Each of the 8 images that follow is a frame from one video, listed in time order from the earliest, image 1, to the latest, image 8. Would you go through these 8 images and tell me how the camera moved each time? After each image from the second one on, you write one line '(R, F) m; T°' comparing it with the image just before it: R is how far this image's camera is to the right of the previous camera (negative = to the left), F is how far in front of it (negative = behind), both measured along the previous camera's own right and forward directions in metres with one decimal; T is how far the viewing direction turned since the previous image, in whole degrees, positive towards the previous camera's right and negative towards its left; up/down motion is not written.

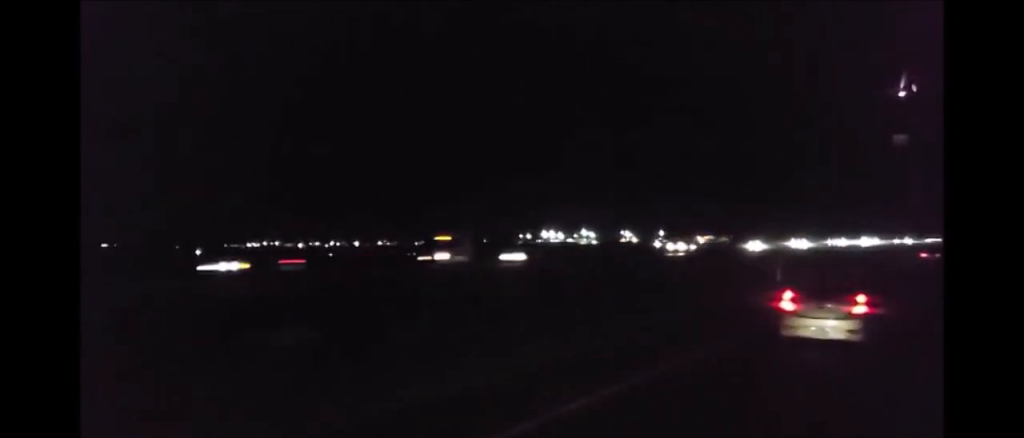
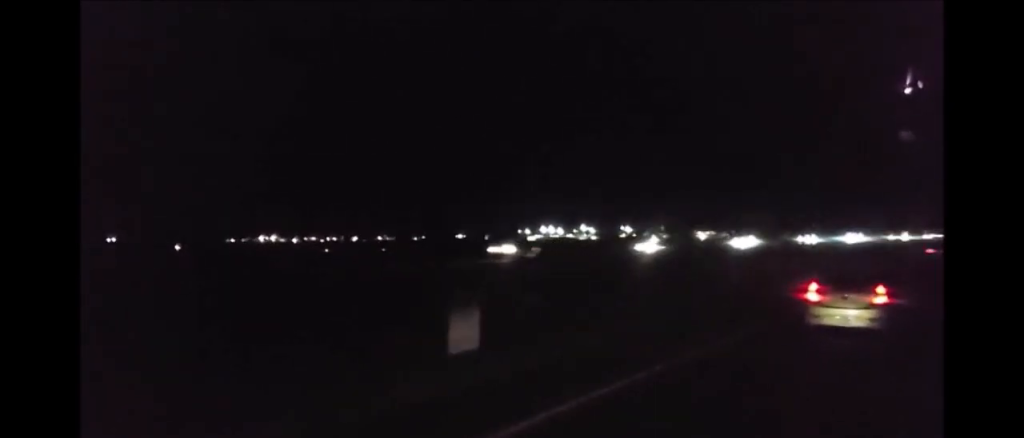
(+0.2, +25.4) m; 0°
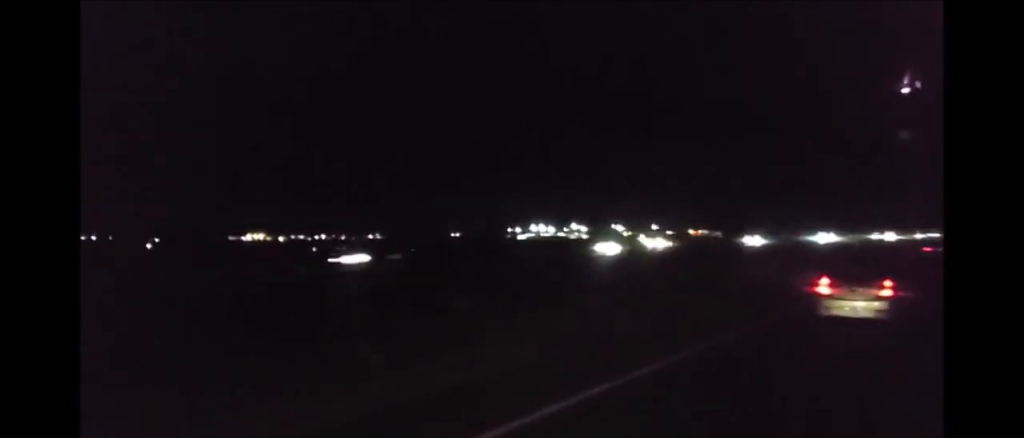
(+0.1, +23.4) m; 0°
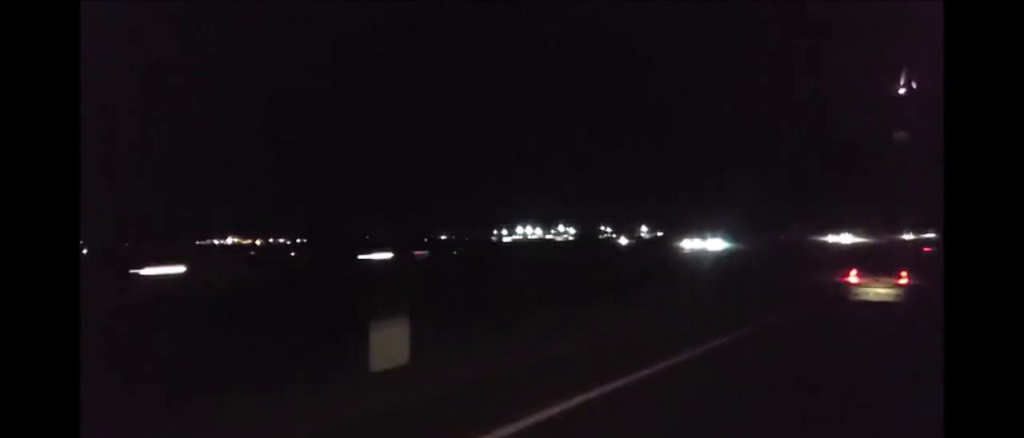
(-0.5, +55.3) m; 0°
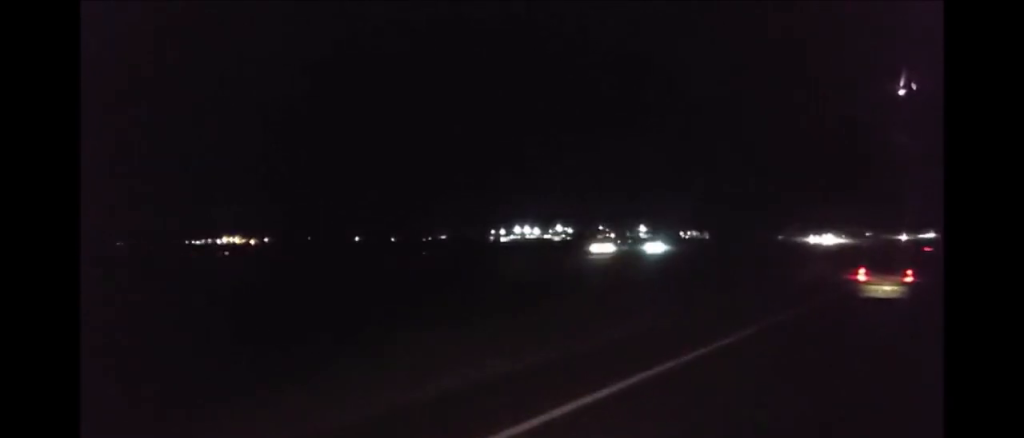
(+0.3, +14.5) m; 0°
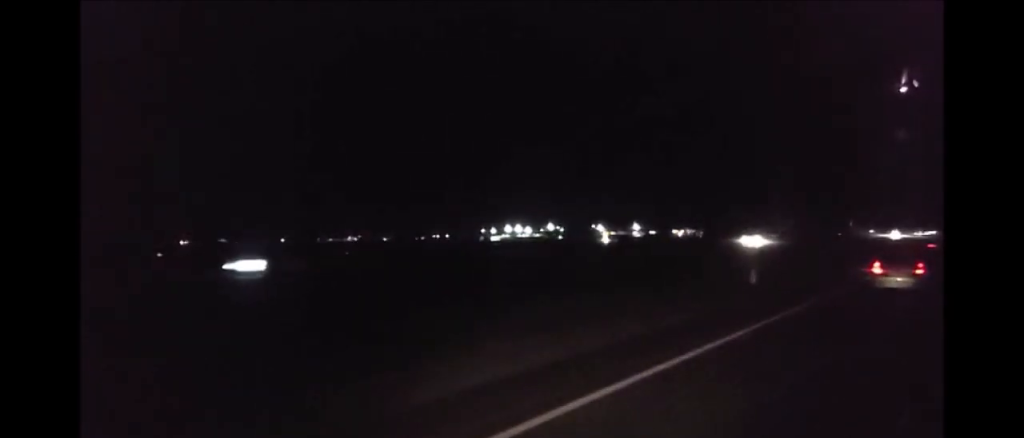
(-0.2, +34.9) m; -1°
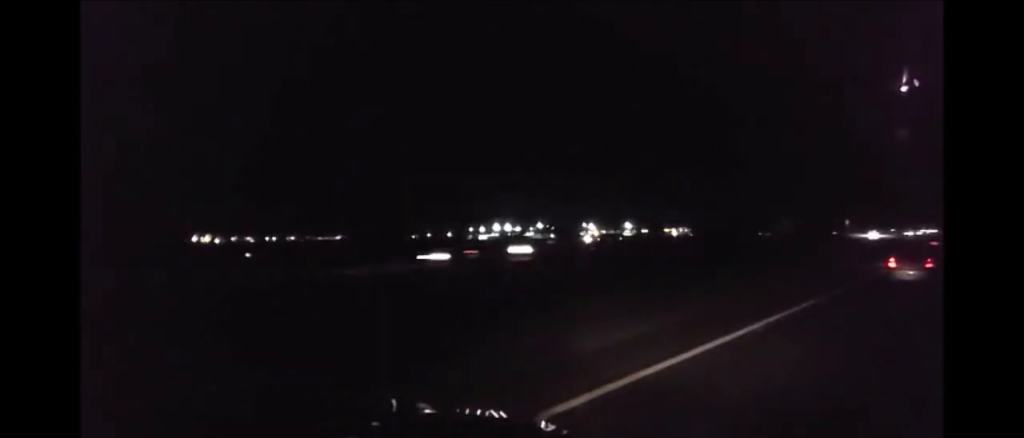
(+0.3, +43.7) m; +1°
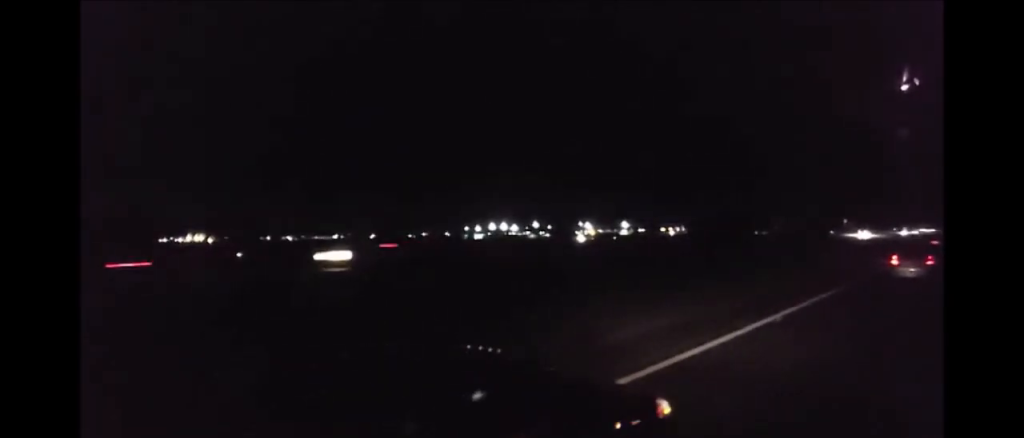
(+0.3, +12.6) m; 0°
